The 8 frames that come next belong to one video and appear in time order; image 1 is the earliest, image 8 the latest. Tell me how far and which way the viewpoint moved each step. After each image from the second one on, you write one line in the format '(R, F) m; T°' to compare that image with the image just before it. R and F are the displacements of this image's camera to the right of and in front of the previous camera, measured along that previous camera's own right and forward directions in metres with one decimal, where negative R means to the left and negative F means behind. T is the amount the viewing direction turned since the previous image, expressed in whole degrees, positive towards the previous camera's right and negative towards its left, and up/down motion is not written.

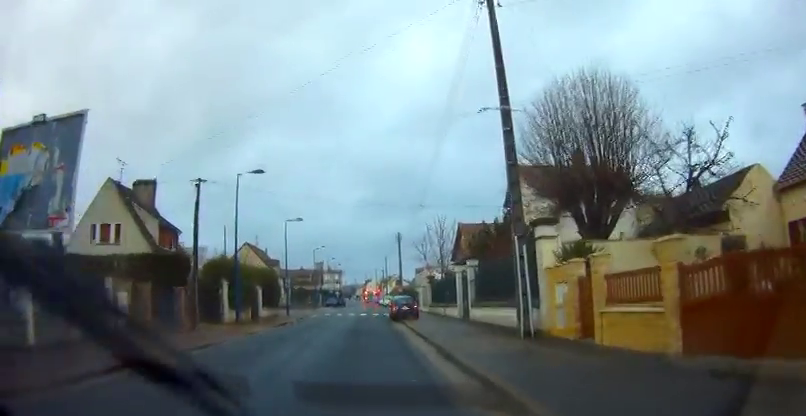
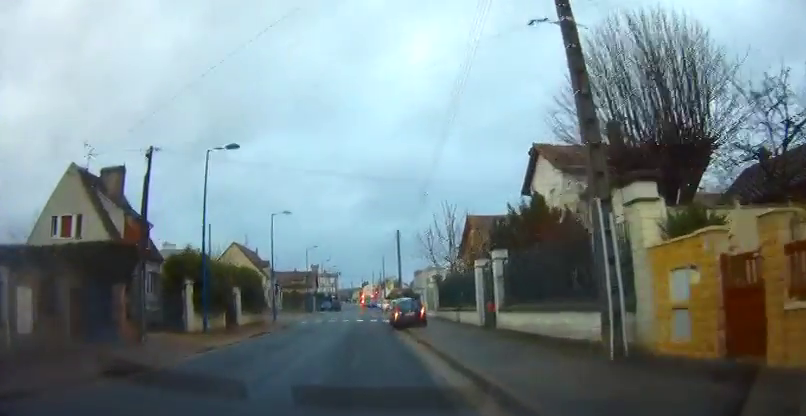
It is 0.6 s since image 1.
(+0.1, +5.0) m; 0°
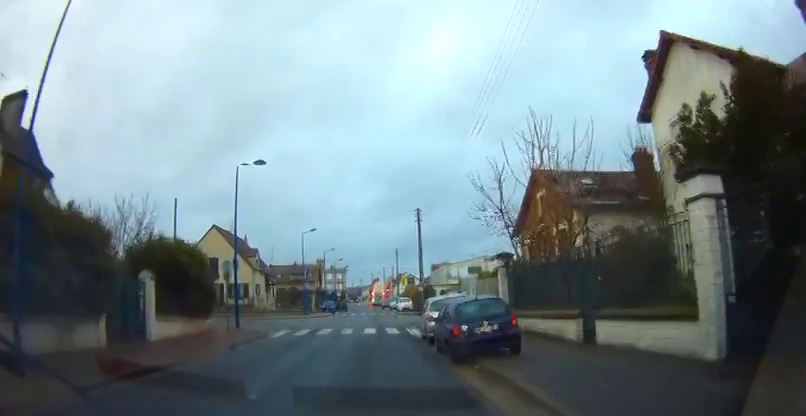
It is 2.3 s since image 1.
(-0.1, +14.1) m; 0°
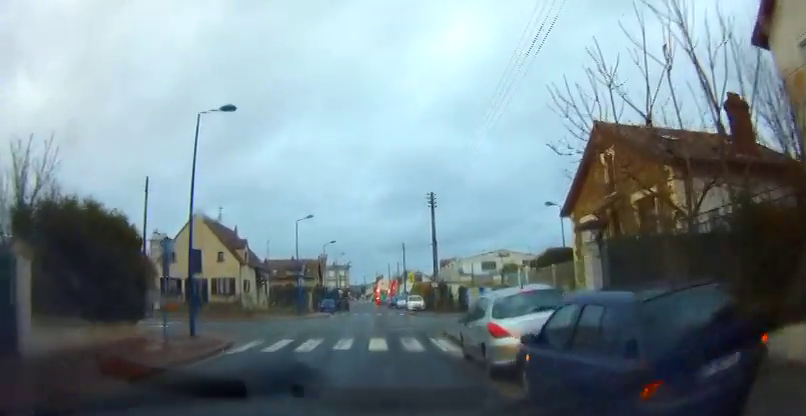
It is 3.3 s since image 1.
(0.0, +7.5) m; -1°
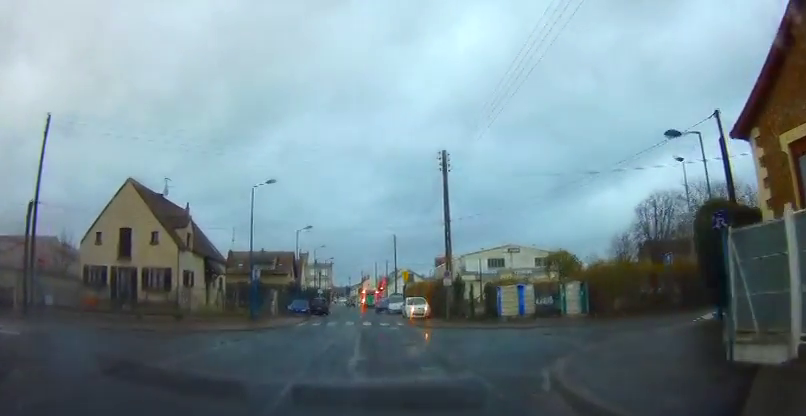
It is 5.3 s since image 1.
(+0.2, +14.0) m; +1°
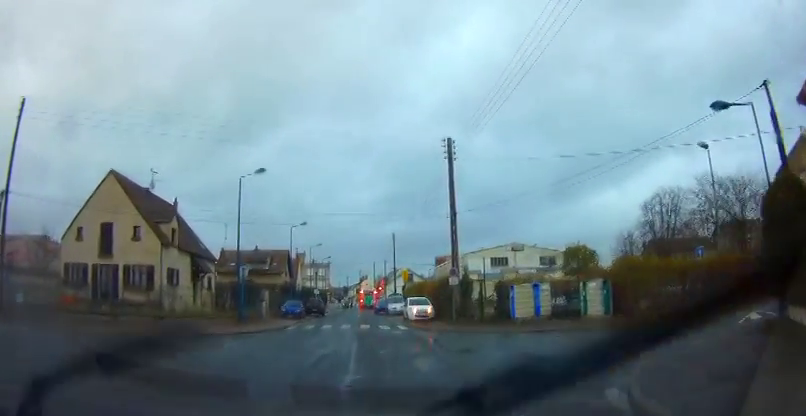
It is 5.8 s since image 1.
(0.0, +3.0) m; -1°
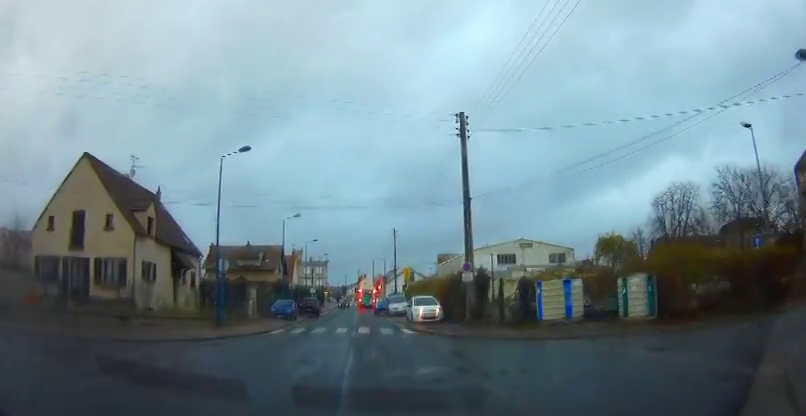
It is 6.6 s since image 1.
(0.0, +4.3) m; 0°
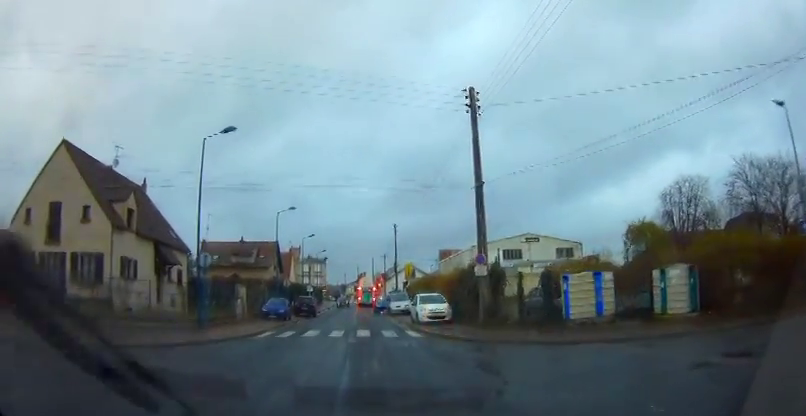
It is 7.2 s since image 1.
(0.0, +3.2) m; +1°
